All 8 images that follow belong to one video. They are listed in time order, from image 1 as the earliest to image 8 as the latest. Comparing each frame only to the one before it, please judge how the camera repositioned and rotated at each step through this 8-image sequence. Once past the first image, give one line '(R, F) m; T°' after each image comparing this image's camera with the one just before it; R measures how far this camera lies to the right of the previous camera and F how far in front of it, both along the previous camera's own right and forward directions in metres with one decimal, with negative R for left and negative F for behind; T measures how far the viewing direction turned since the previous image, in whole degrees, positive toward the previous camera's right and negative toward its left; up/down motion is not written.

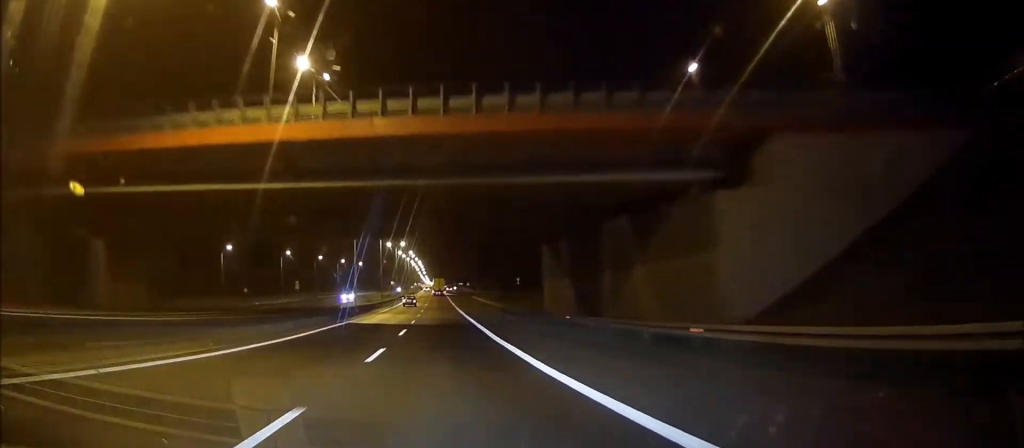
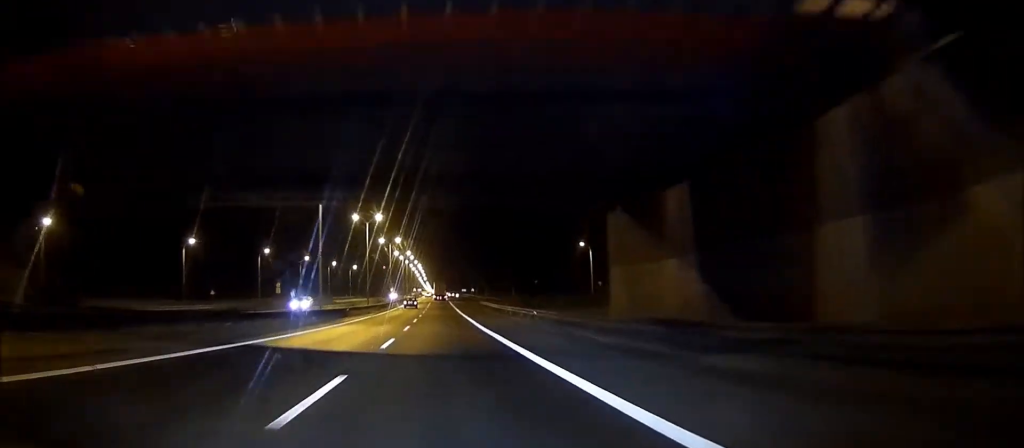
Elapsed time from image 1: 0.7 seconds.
(-0.2, +20.8) m; 0°
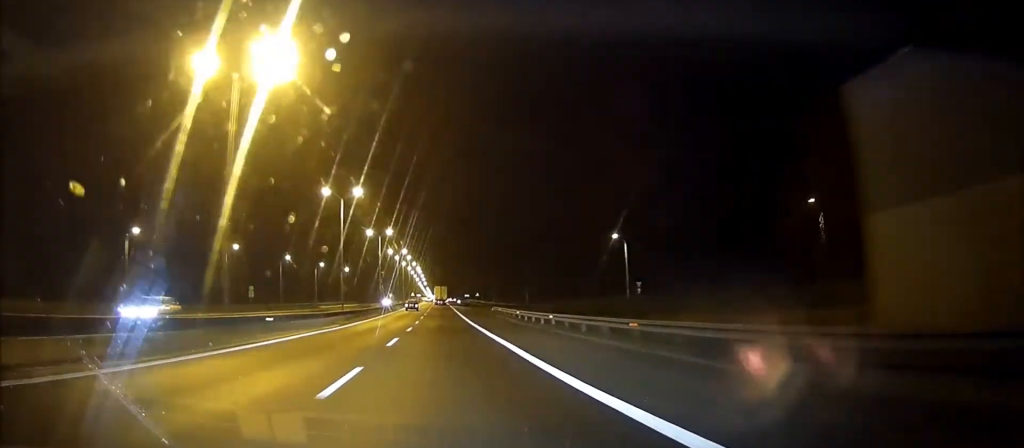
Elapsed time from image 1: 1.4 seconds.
(+0.1, +21.7) m; 0°
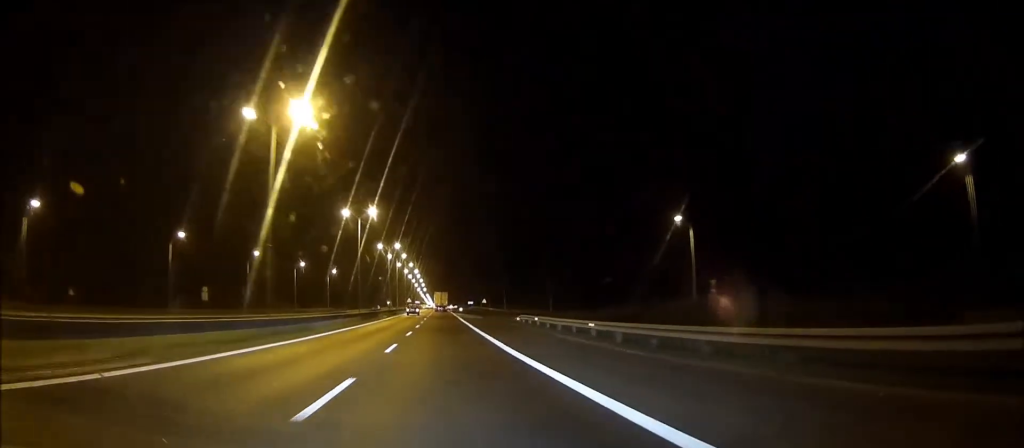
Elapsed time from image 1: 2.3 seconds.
(0.0, +25.5) m; 0°
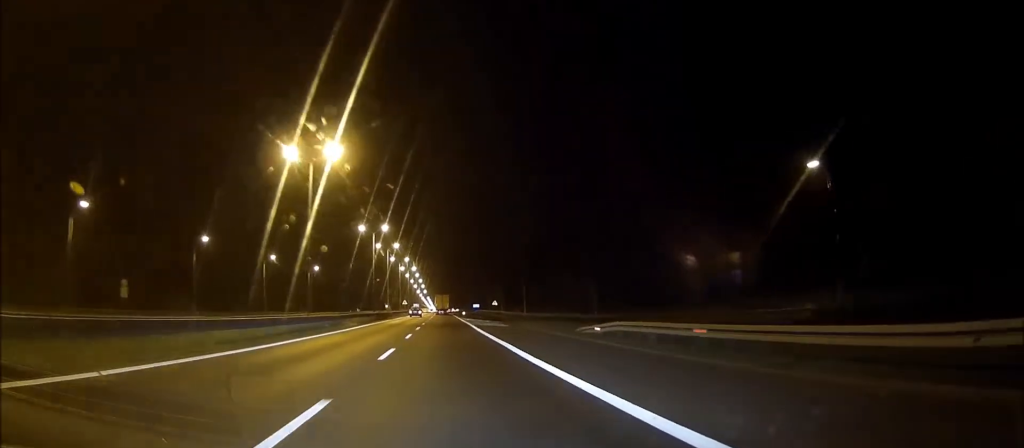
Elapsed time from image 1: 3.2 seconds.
(0.0, +27.4) m; 0°
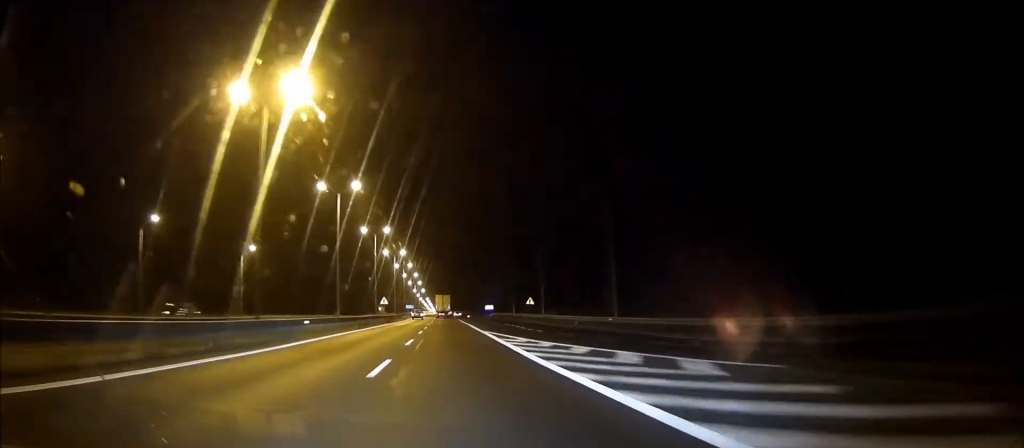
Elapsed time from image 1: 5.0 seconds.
(0.0, +51.4) m; 0°
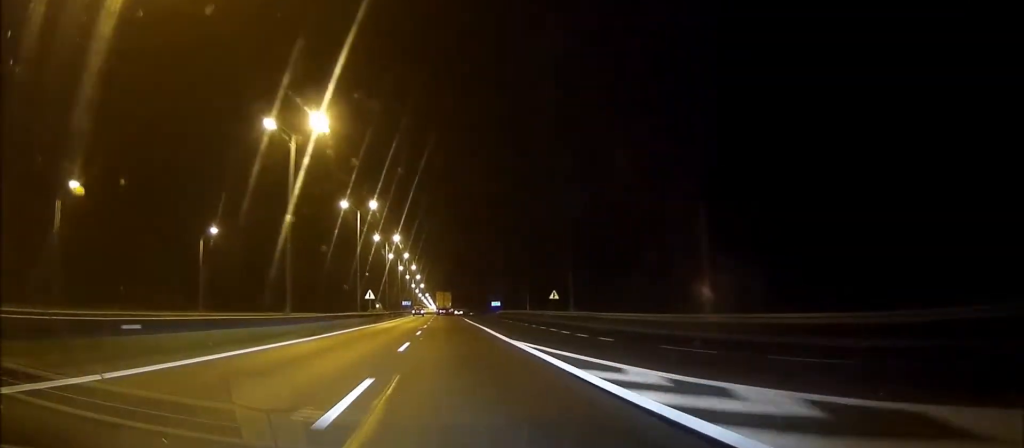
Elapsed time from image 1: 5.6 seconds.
(0.0, +17.3) m; 0°
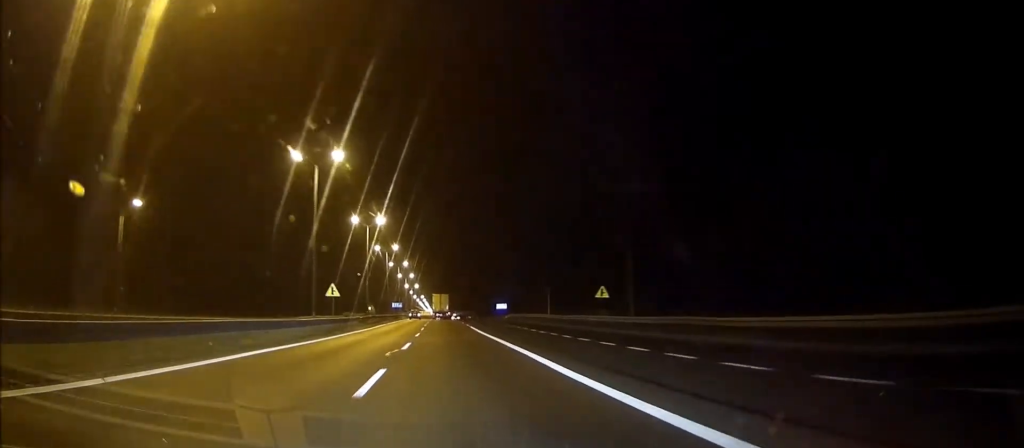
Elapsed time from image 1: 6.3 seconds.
(0.0, +21.1) m; 0°
